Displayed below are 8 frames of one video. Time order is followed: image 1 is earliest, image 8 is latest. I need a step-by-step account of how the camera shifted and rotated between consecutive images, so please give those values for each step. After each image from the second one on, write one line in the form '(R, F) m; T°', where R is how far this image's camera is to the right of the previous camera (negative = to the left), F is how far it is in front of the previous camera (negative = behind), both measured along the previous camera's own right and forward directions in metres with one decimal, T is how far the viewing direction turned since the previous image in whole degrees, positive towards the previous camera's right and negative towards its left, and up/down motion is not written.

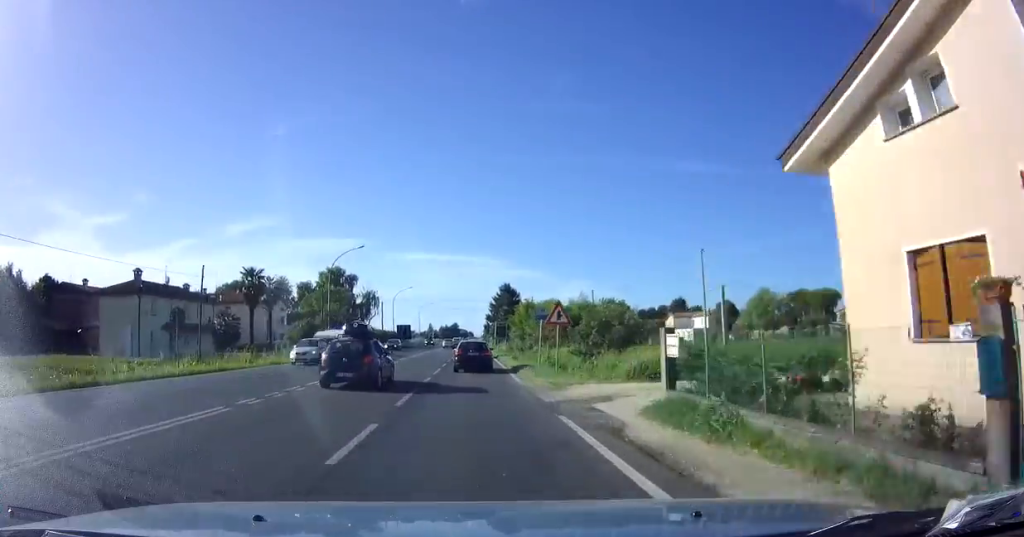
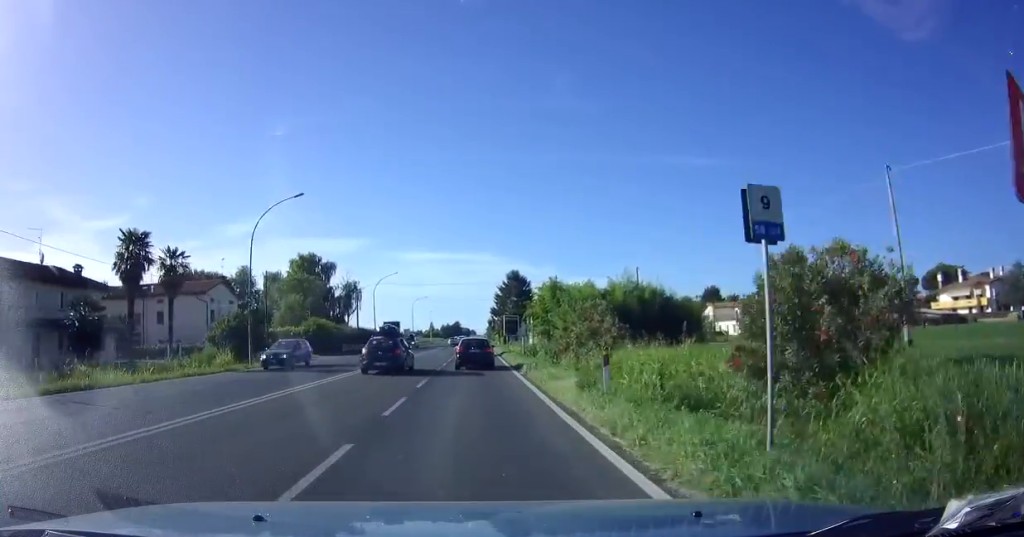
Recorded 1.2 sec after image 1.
(0.0, +19.6) m; 0°
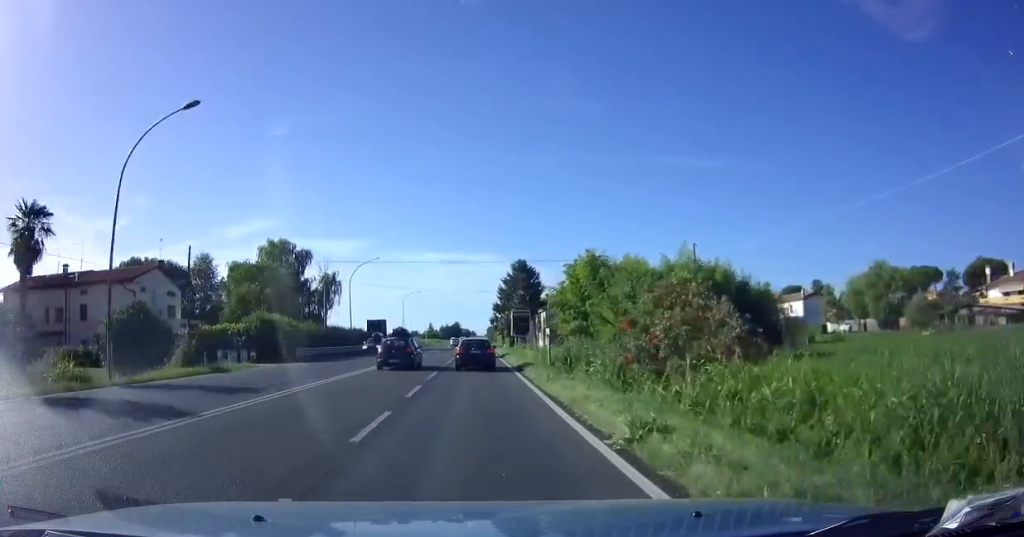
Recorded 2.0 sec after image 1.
(0.0, +13.9) m; 0°
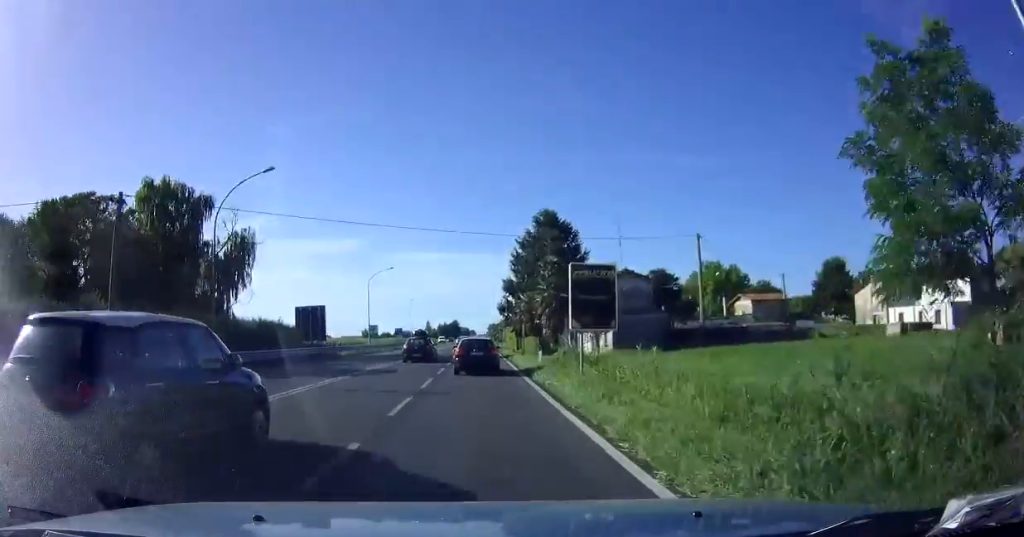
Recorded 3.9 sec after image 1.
(+0.2, +31.6) m; +1°
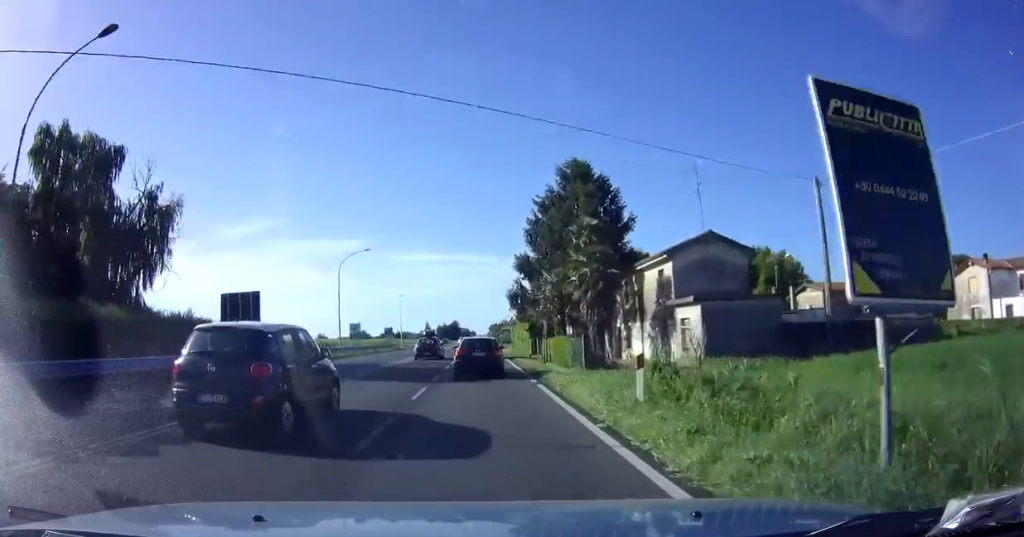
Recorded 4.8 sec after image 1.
(0.0, +15.4) m; 0°
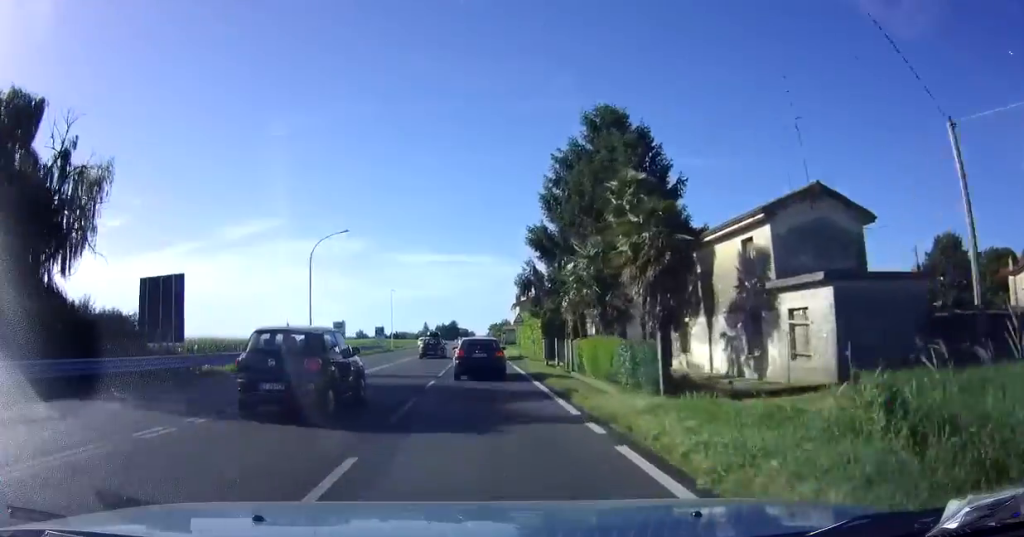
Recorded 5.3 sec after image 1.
(+0.1, +9.0) m; 0°
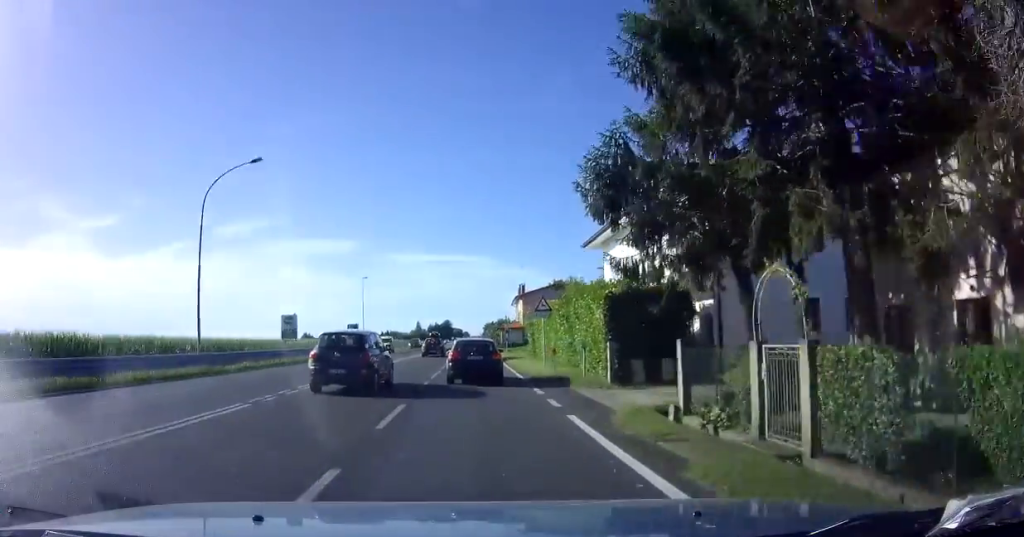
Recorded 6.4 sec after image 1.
(-0.1, +17.7) m; 0°
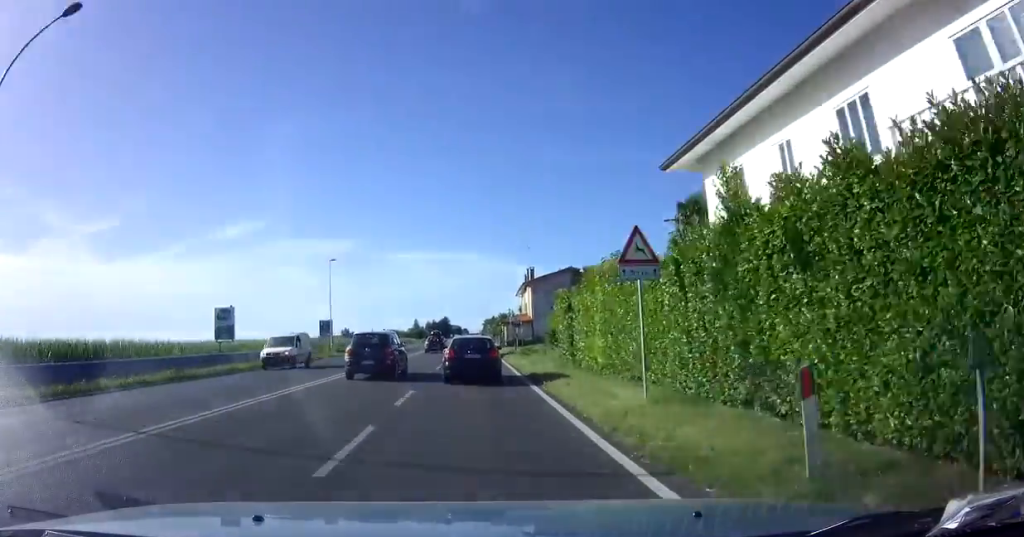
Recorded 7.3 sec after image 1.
(+0.1, +14.5) m; 0°
